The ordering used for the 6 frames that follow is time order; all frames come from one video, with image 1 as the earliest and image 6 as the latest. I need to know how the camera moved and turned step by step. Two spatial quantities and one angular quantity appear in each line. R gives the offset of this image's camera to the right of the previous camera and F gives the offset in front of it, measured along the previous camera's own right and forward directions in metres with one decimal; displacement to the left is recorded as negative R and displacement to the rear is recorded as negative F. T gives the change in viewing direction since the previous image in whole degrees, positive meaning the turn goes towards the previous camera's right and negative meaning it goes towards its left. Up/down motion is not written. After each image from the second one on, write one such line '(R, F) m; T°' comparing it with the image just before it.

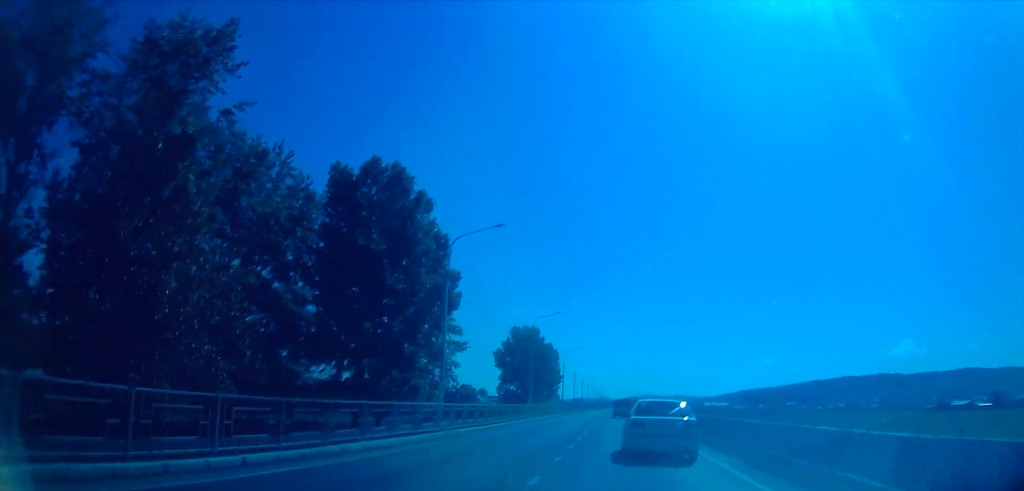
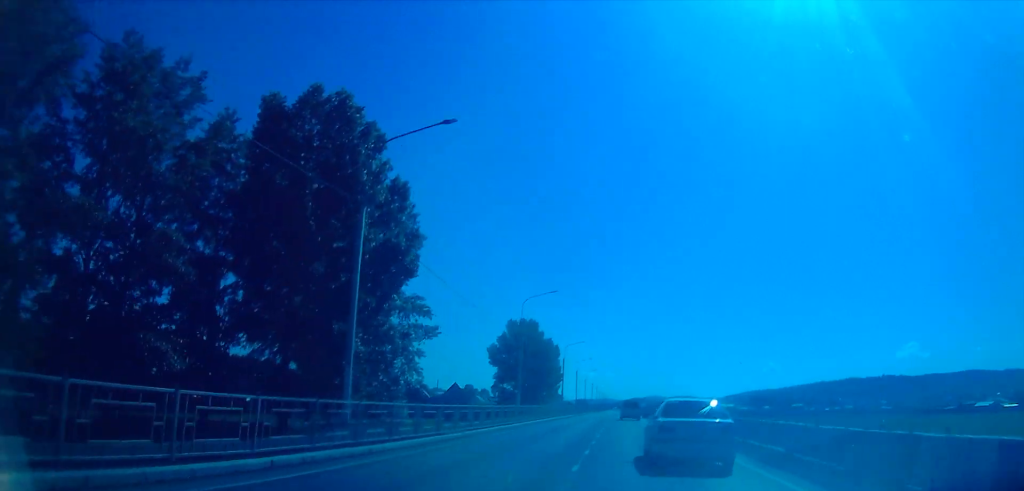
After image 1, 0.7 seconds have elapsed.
(-0.1, +14.2) m; -1°
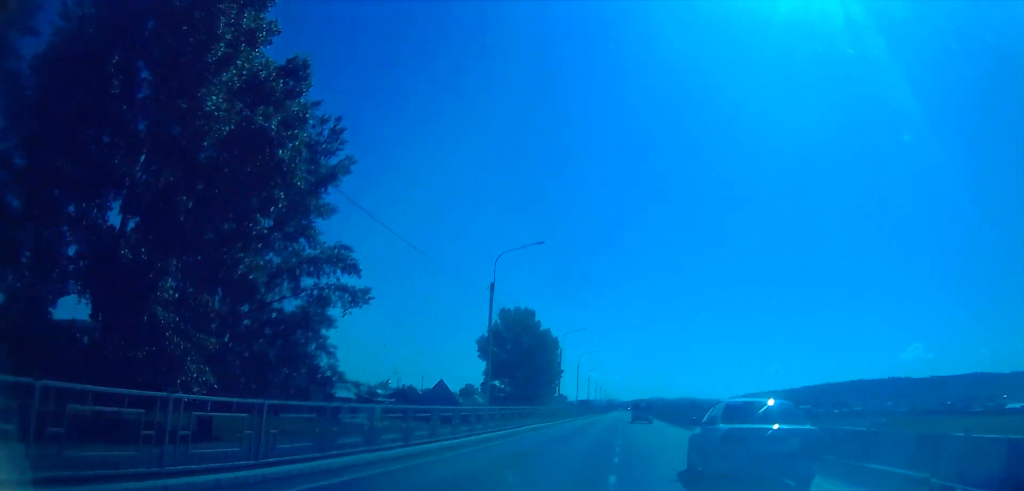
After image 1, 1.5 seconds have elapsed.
(-0.1, +17.3) m; 0°
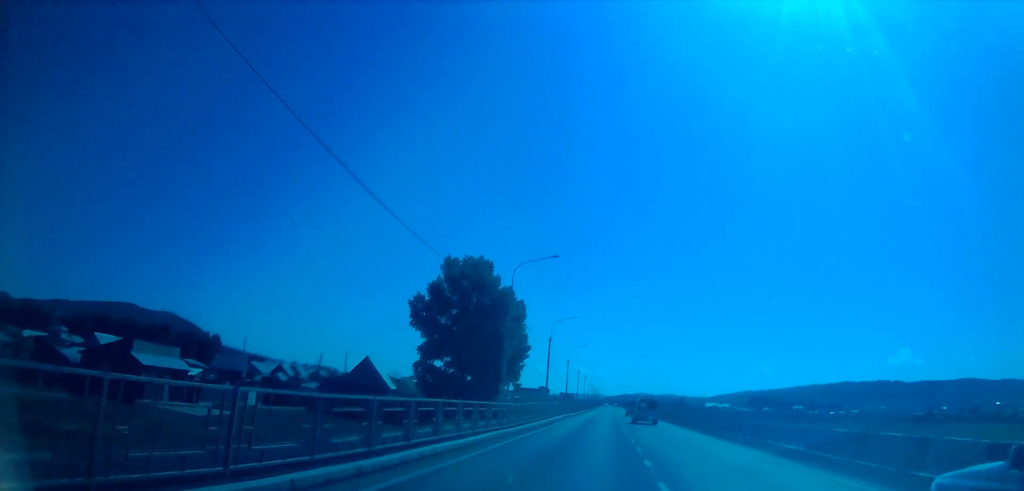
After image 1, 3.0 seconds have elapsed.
(0.0, +34.7) m; +1°
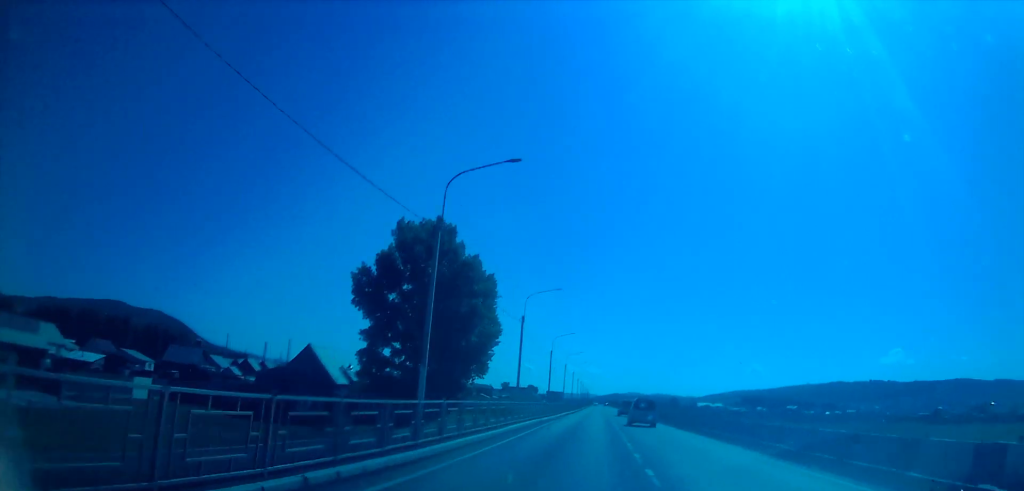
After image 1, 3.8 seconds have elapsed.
(+0.1, +17.4) m; +1°
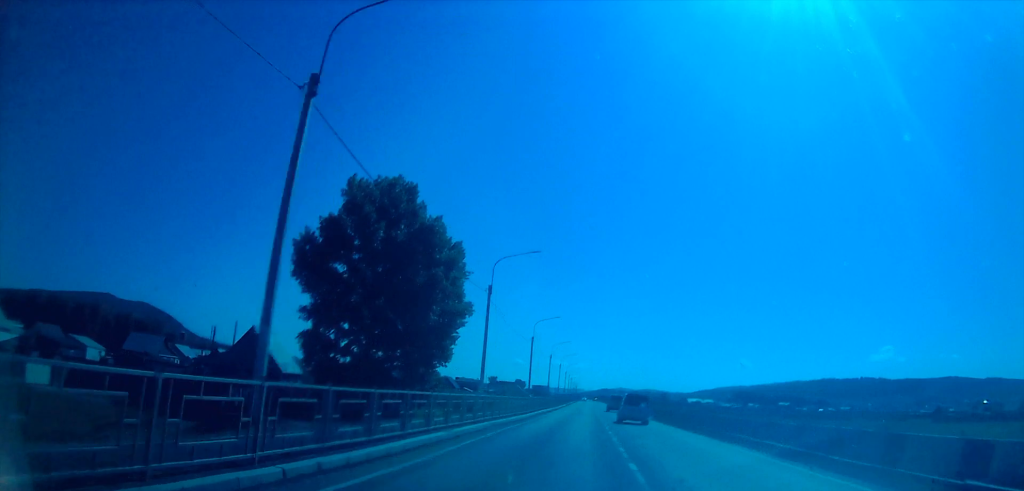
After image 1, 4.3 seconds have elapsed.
(+0.1, +12.0) m; +1°
